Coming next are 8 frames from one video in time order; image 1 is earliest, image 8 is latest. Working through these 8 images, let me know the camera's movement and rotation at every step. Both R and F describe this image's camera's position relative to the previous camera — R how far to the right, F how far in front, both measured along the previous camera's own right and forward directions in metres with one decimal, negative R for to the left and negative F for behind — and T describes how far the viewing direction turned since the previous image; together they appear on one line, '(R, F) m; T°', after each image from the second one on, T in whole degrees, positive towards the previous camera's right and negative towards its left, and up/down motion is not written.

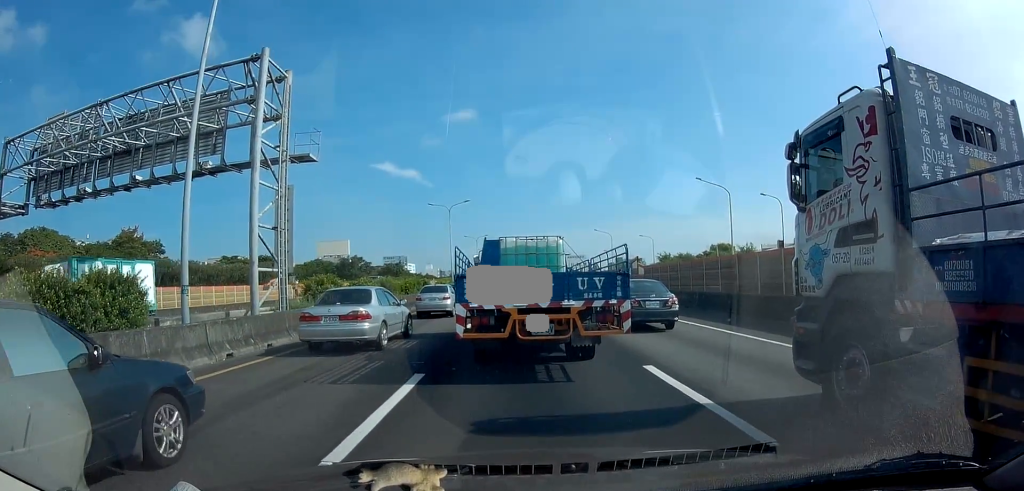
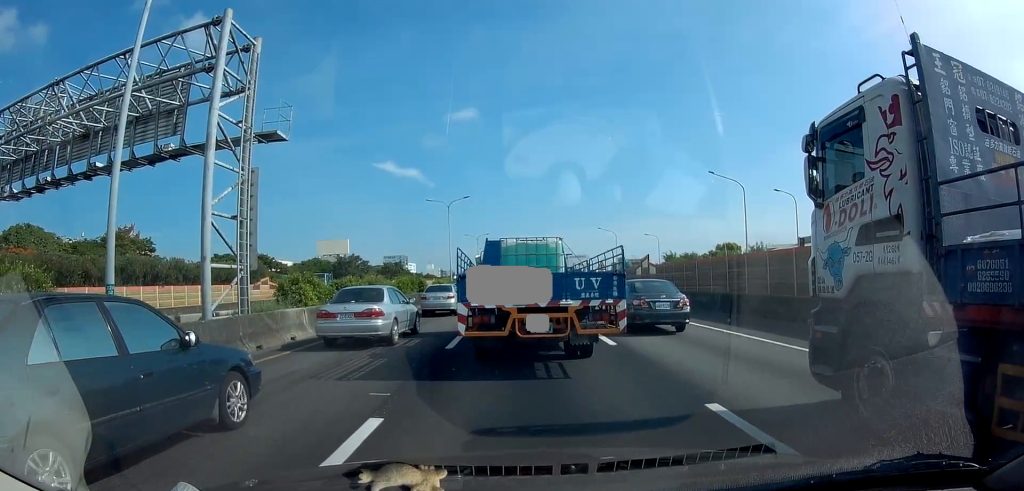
(0.0, +2.7) m; 0°
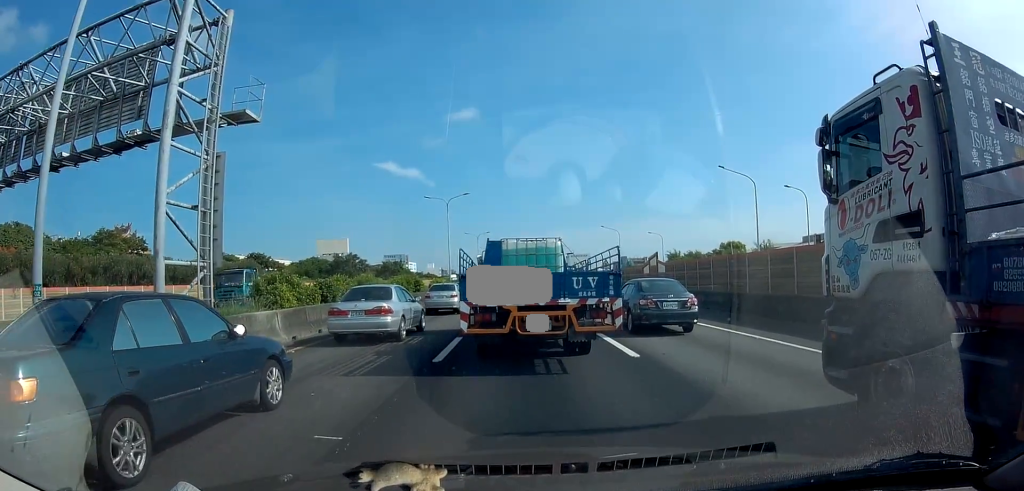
(0.0, +1.9) m; 0°
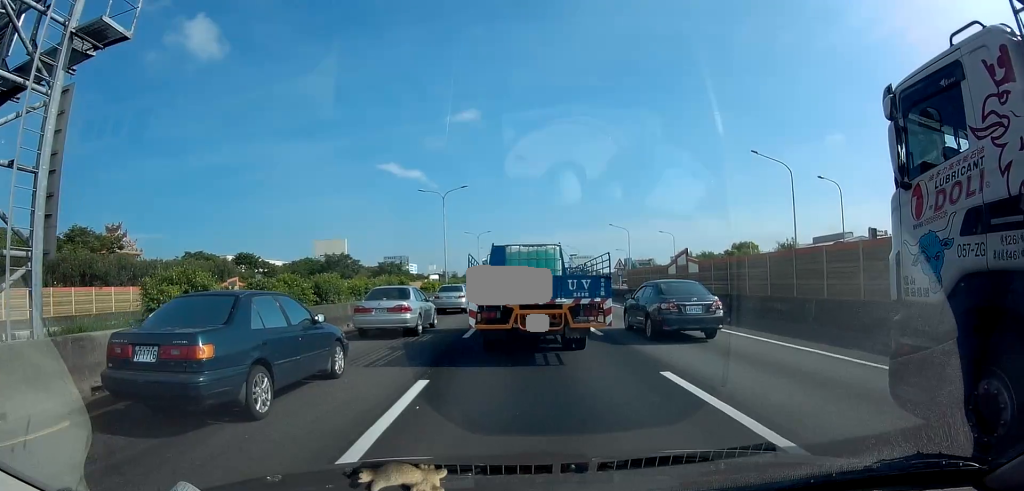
(0.0, +5.8) m; 0°
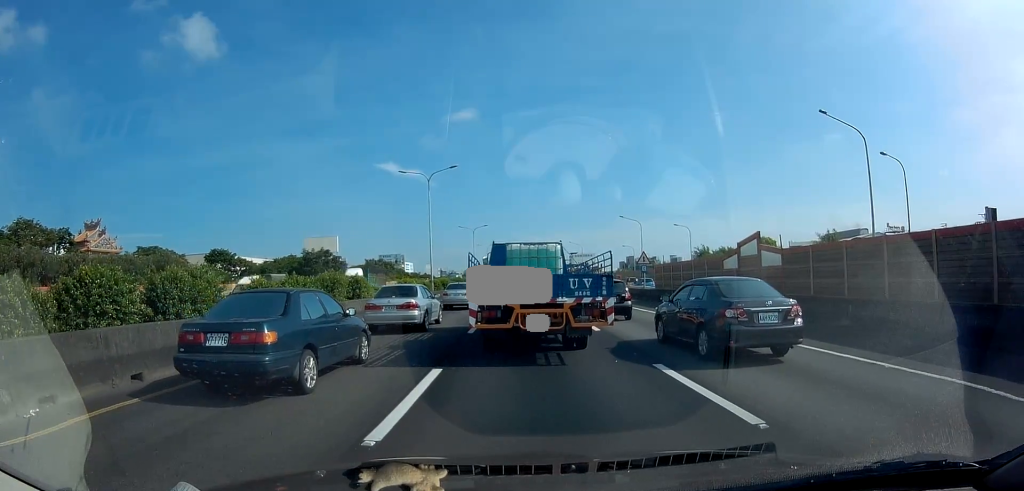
(0.0, +9.2) m; 0°
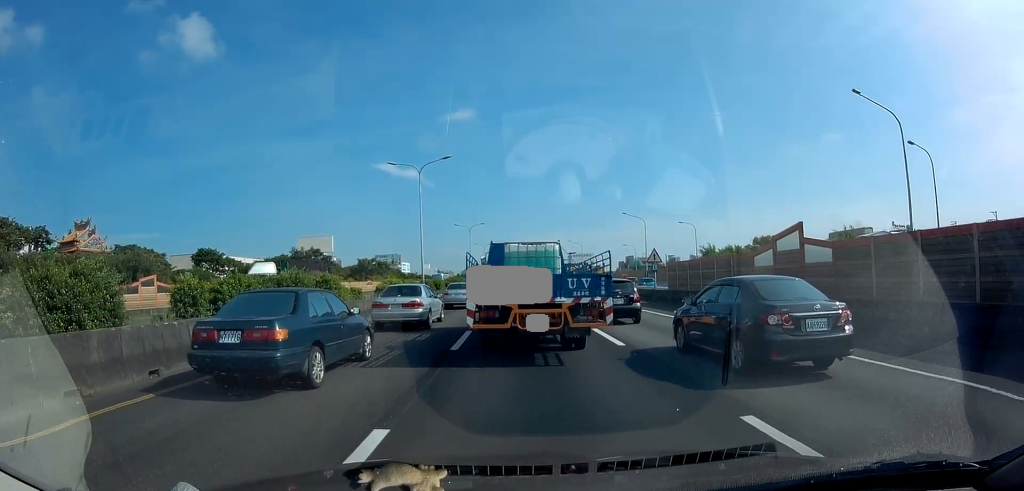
(0.0, +3.5) m; 0°
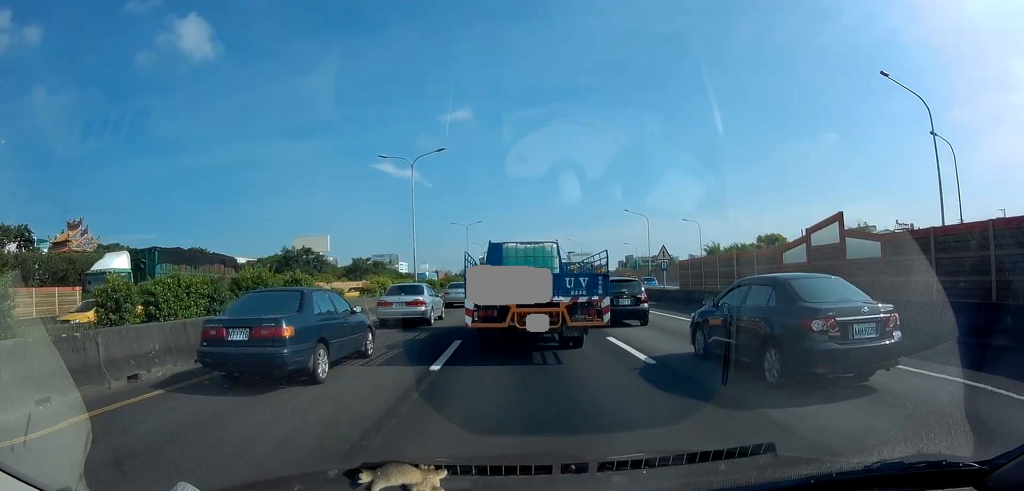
(0.0, +2.6) m; 0°
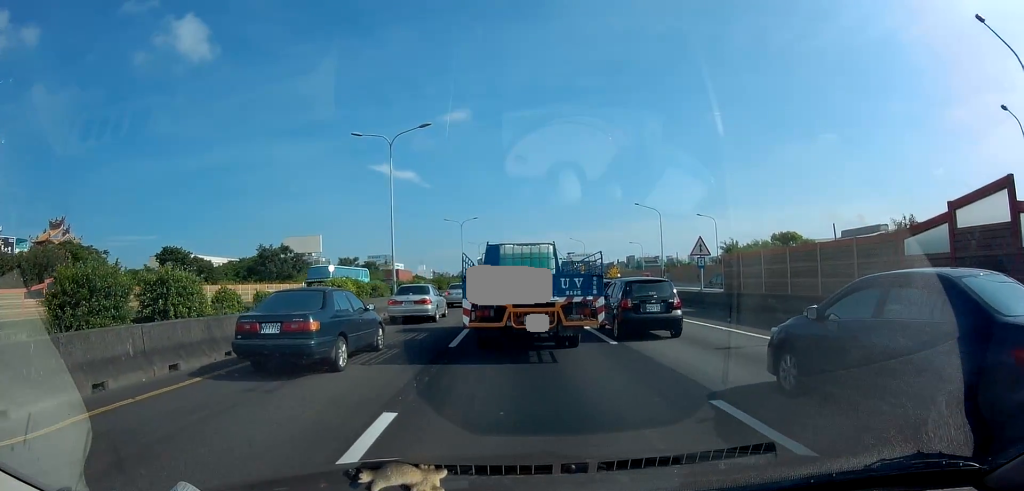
(0.0, +6.9) m; 0°
